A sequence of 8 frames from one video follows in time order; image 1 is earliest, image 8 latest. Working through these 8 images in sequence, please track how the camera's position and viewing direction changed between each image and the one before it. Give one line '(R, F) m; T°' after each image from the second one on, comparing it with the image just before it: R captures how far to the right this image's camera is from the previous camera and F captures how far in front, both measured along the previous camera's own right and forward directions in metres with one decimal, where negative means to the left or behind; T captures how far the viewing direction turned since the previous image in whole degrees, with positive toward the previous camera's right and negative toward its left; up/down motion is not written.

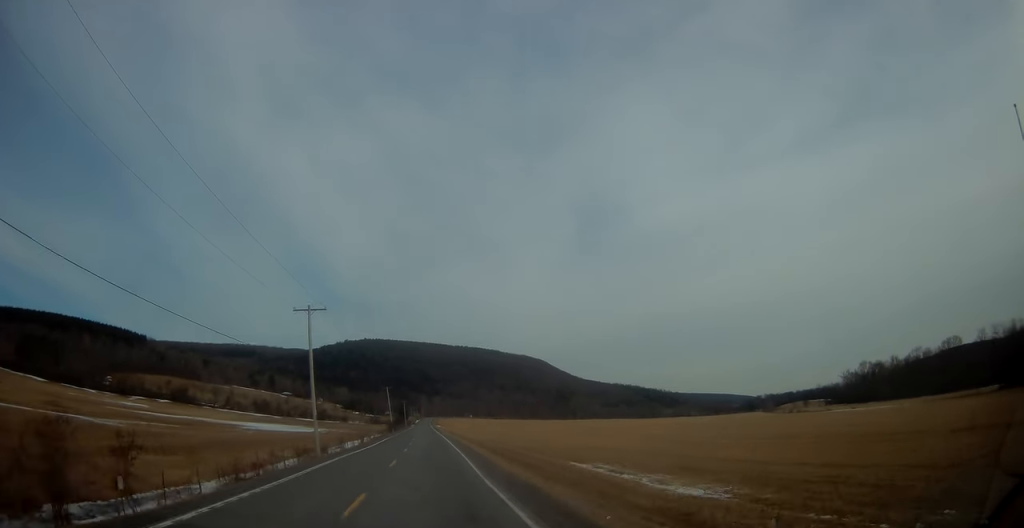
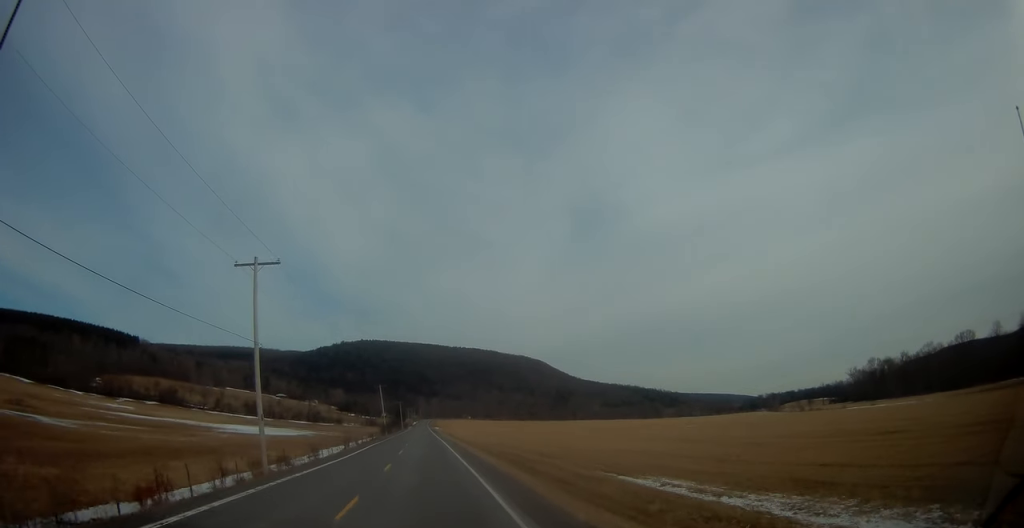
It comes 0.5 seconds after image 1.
(0.0, +12.5) m; 0°
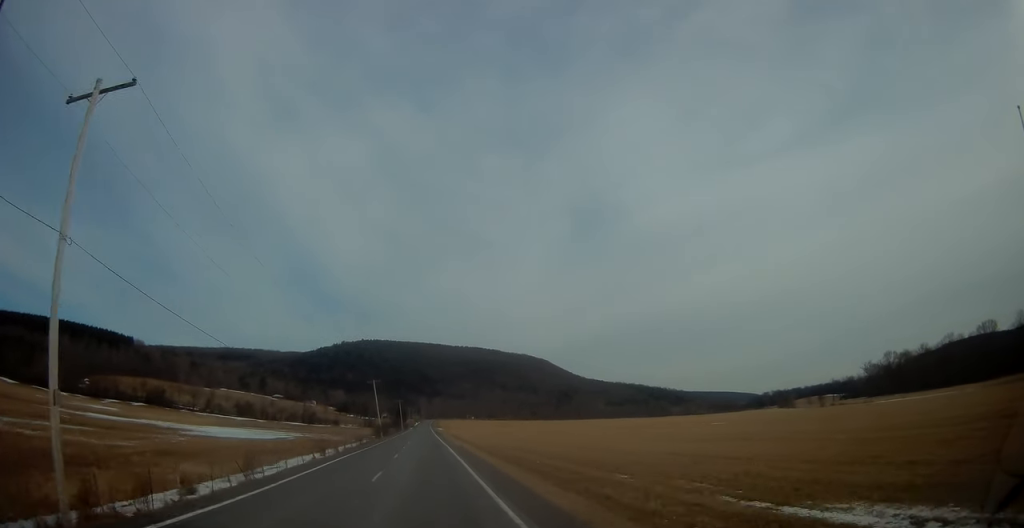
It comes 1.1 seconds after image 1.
(+0.3, +16.9) m; 0°
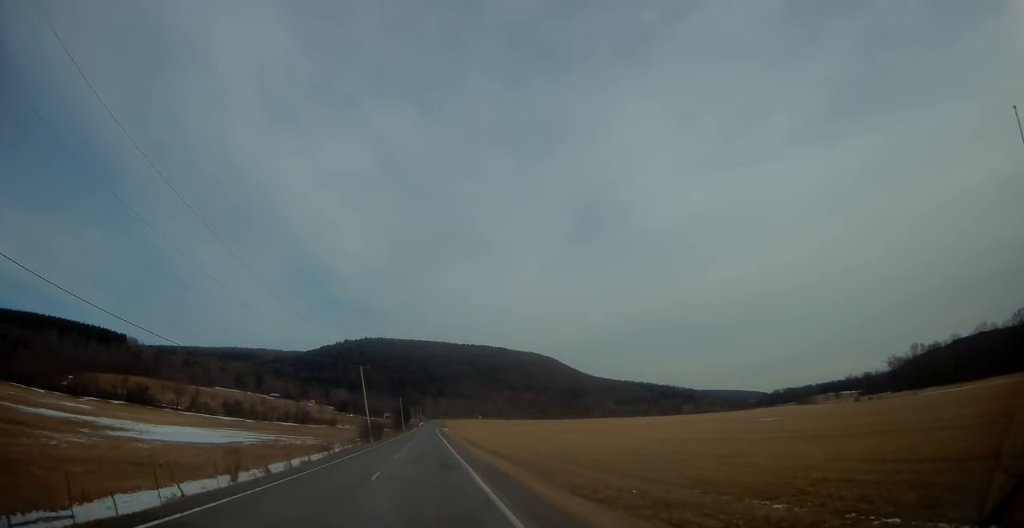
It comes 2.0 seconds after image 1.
(-0.2, +24.4) m; 0°
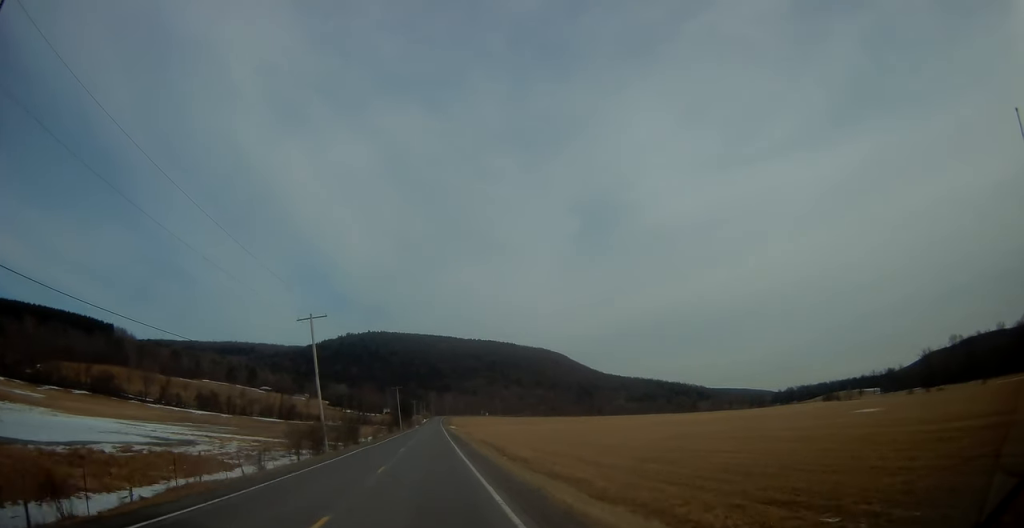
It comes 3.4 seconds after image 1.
(+0.3, +34.9) m; 0°
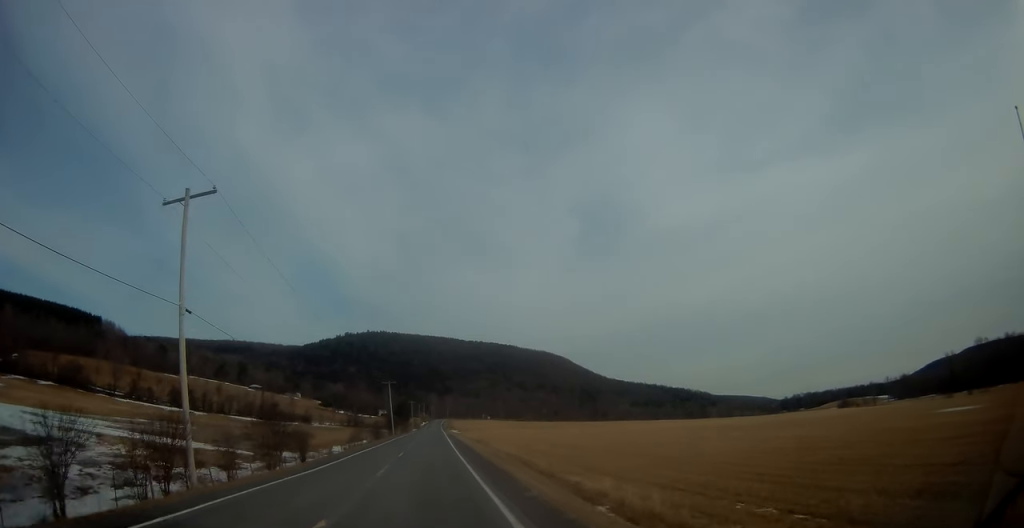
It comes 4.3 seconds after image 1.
(-0.4, +24.2) m; -1°
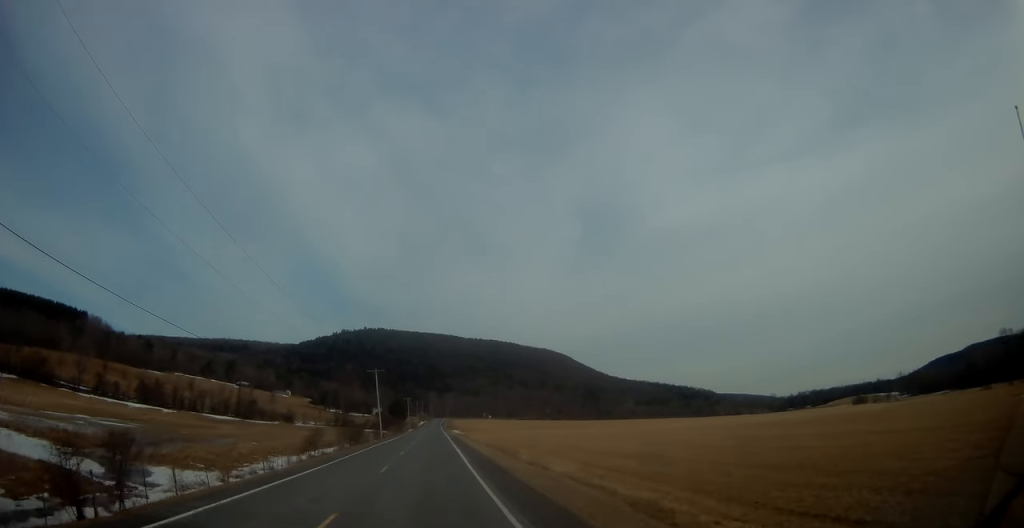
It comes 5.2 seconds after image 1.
(0.0, +23.3) m; 0°
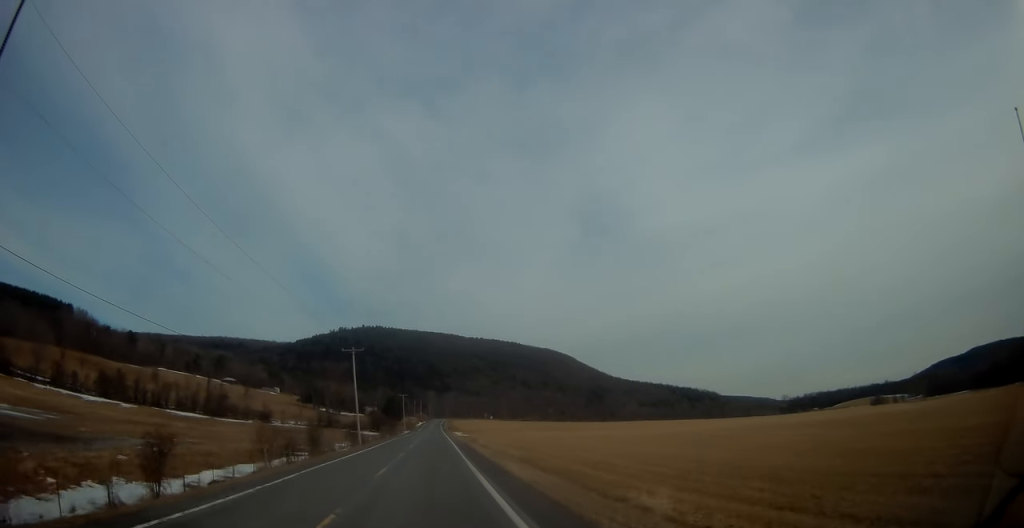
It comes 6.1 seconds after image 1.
(0.0, +24.3) m; 0°
